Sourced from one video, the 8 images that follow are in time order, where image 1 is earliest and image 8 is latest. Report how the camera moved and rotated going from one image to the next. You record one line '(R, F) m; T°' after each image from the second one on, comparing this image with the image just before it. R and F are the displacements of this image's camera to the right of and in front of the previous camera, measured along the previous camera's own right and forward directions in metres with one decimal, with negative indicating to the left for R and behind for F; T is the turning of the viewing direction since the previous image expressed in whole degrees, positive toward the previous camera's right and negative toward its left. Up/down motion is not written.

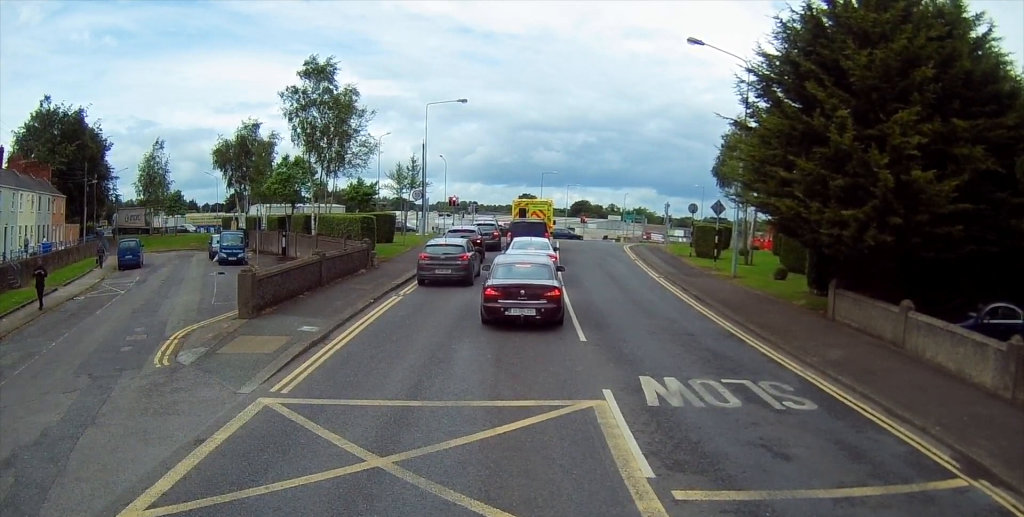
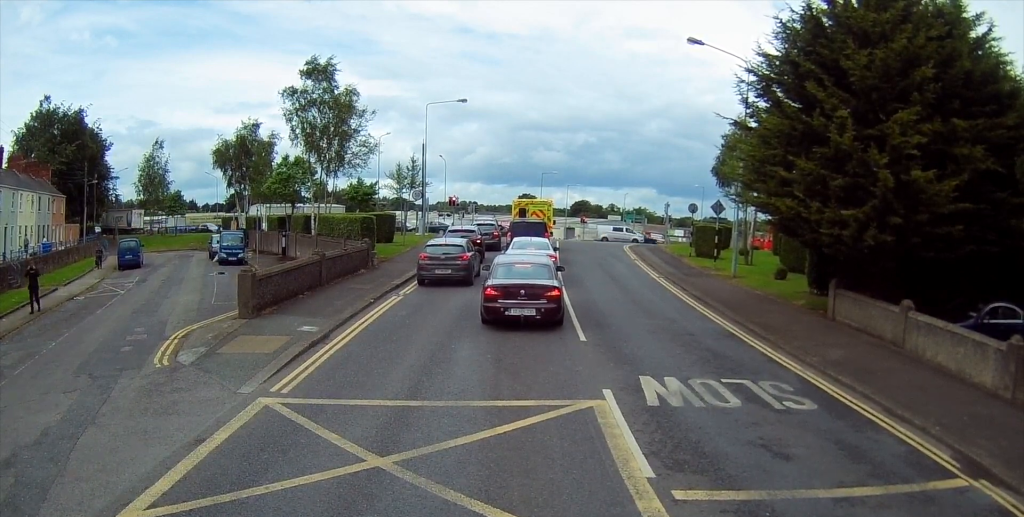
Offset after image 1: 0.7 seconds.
(0.0, 0.0) m; 0°
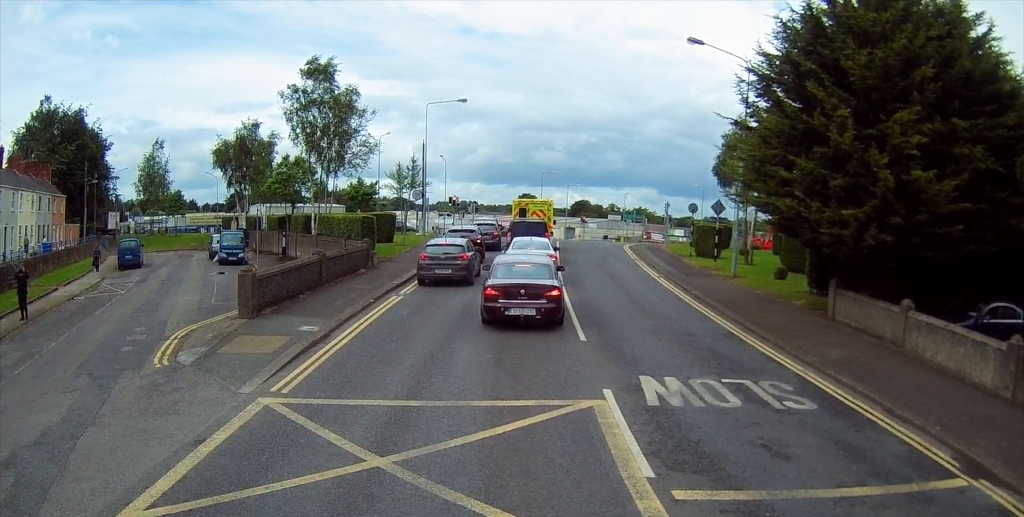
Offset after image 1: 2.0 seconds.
(0.0, 0.0) m; 0°
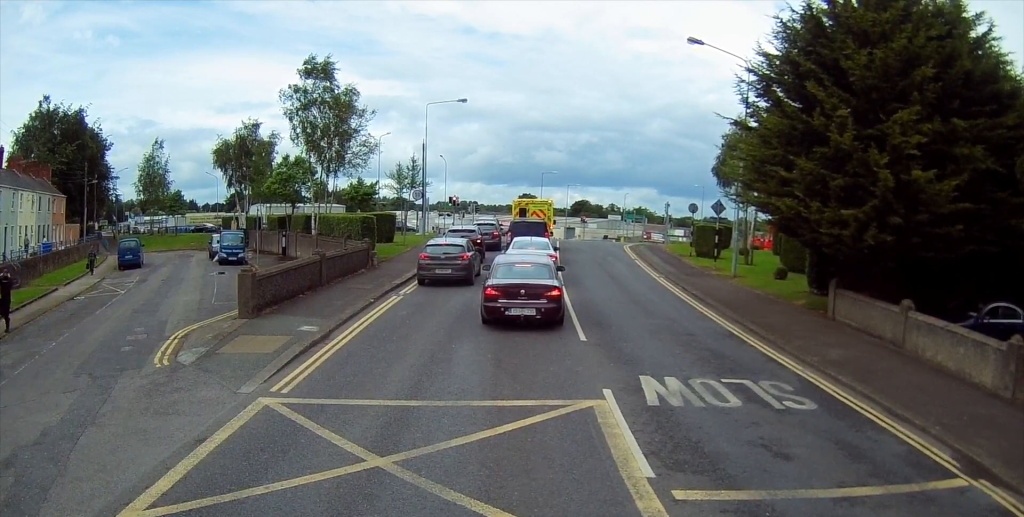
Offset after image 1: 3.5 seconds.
(0.0, 0.0) m; 0°
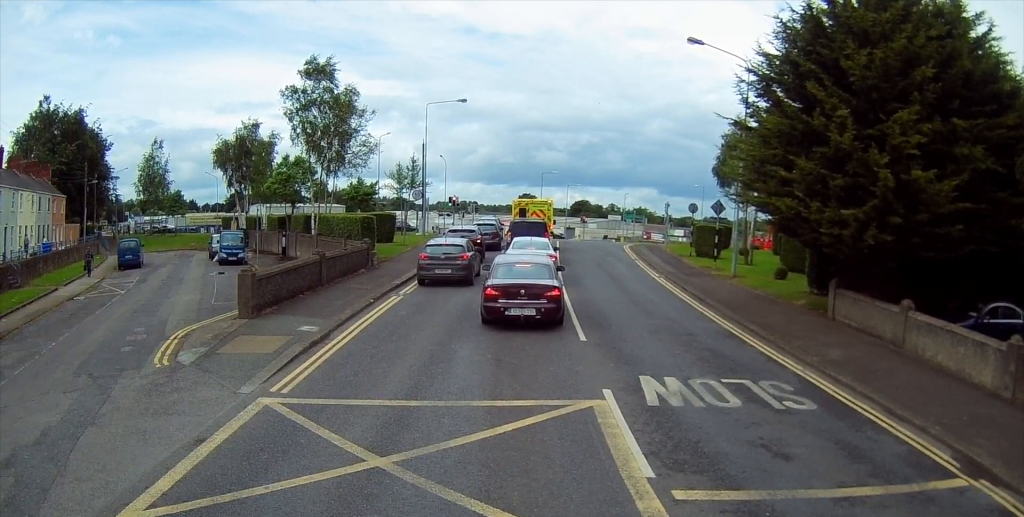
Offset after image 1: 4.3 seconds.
(0.0, 0.0) m; 0°
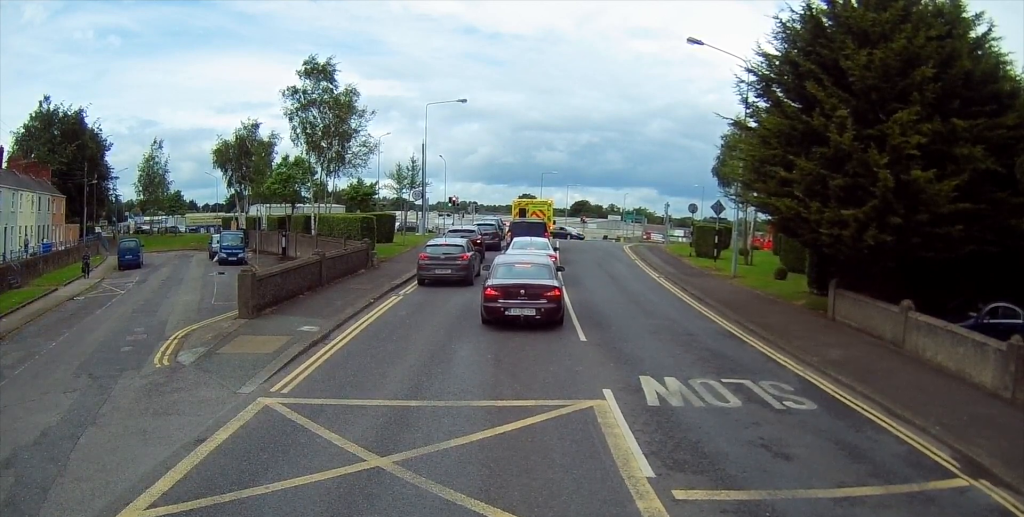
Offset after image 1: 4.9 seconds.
(0.0, 0.0) m; 0°
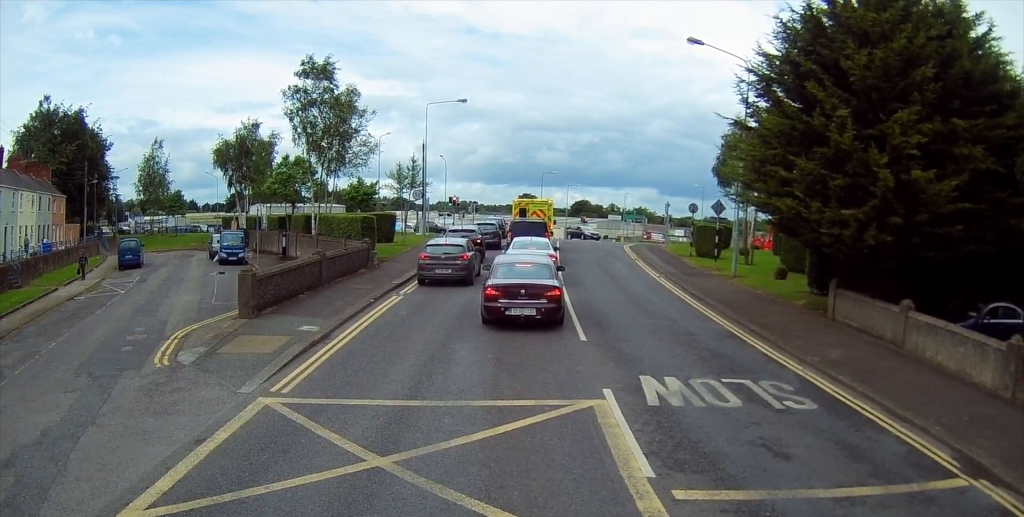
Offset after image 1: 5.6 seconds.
(0.0, 0.0) m; 0°
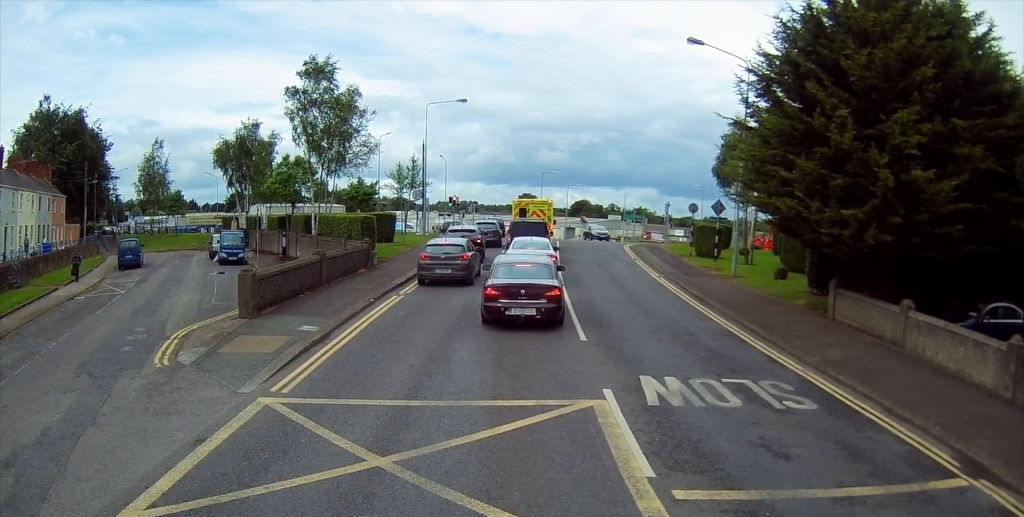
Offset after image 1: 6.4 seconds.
(0.0, 0.0) m; 0°
